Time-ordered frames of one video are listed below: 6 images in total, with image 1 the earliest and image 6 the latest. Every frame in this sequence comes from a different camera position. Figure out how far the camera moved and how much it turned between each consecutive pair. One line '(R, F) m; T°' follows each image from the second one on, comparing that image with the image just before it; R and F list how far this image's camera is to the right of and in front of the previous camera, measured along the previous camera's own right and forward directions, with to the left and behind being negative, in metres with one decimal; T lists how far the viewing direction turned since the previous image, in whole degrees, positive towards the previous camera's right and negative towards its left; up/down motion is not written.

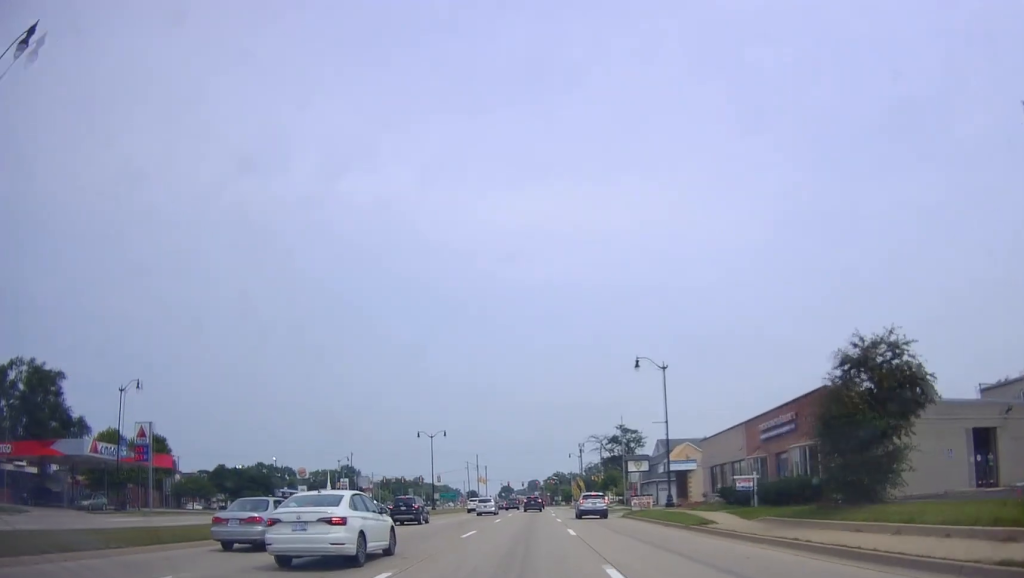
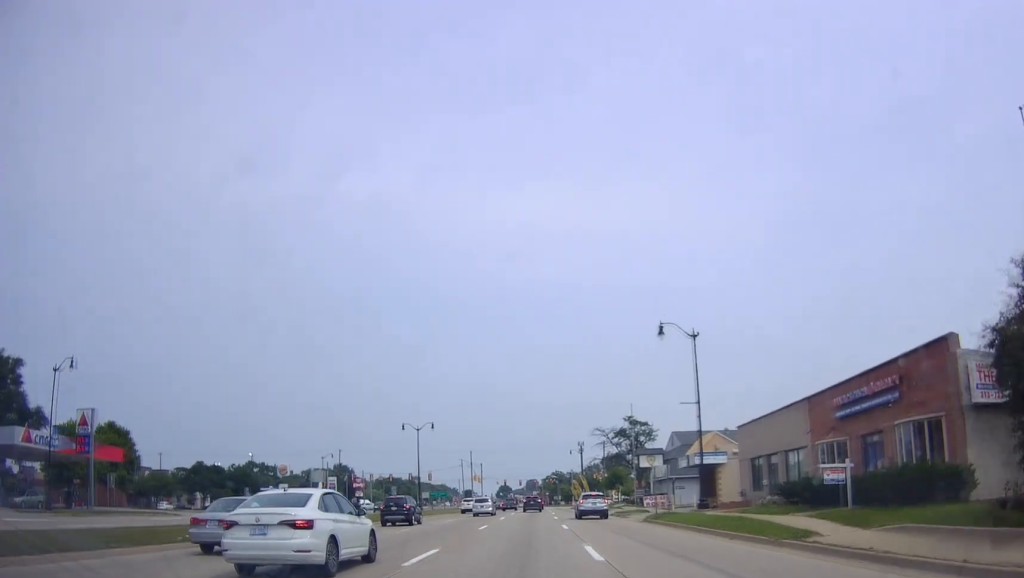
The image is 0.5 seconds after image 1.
(+0.1, +10.9) m; 0°
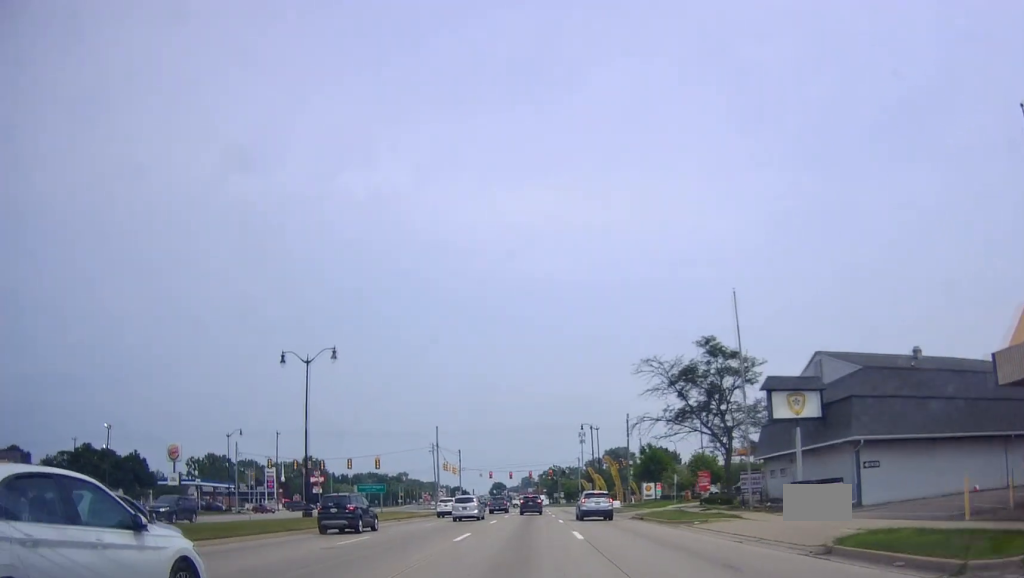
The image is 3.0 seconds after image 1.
(+0.3, +44.7) m; +1°
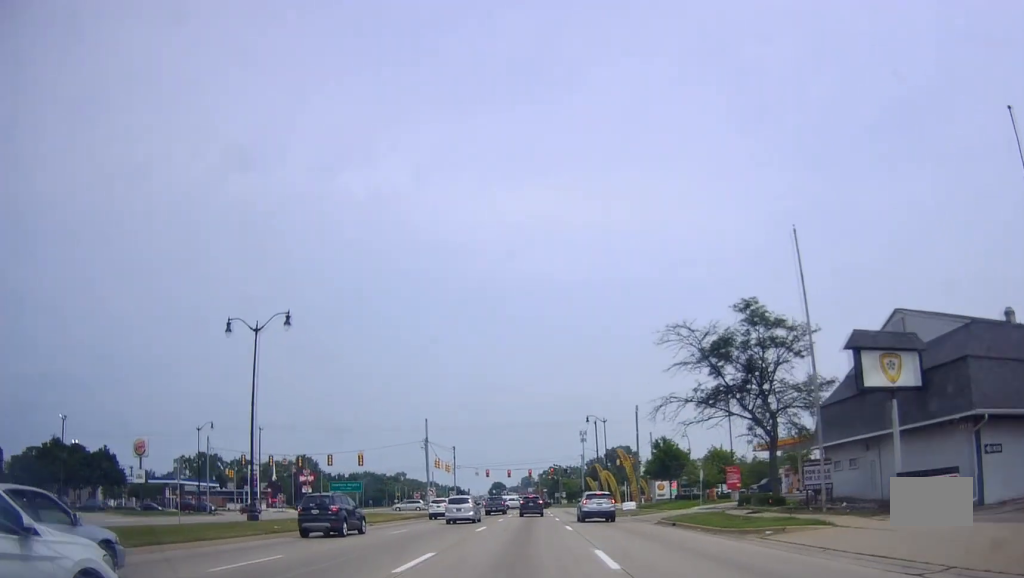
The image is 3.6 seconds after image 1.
(+0.1, +9.9) m; -1°
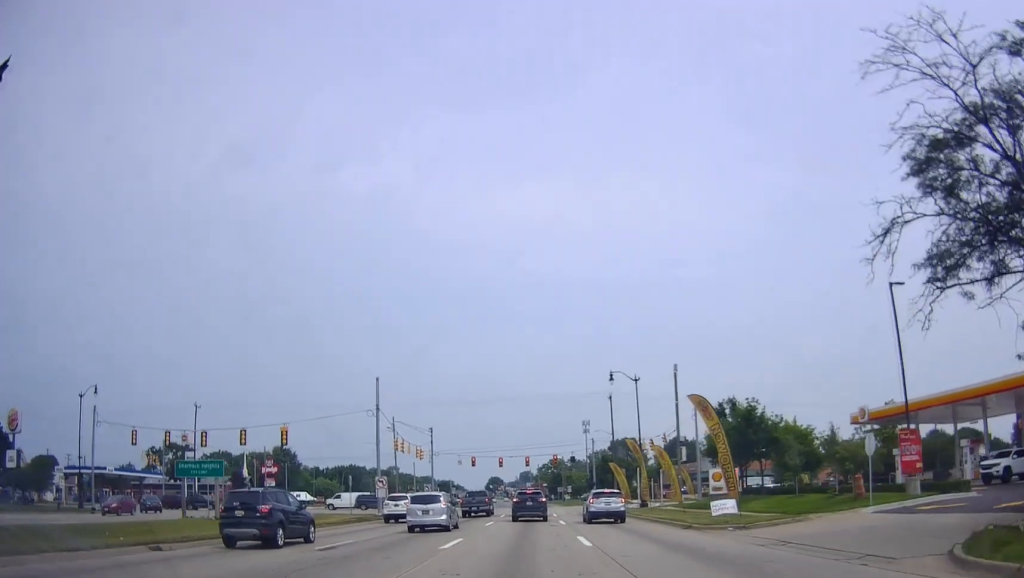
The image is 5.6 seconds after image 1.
(-0.5, +29.6) m; +2°
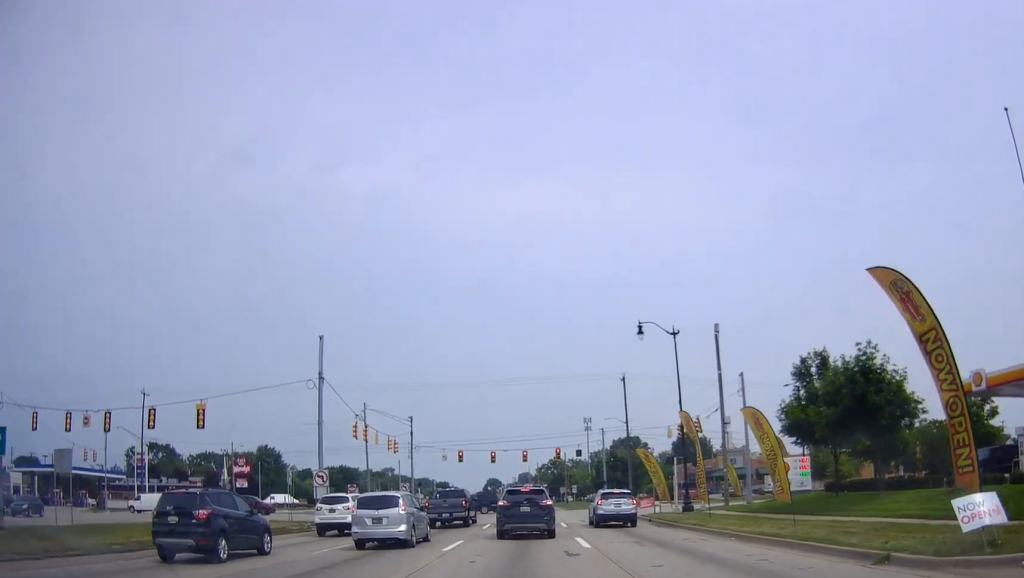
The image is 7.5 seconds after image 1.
(-0.4, +21.7) m; -2°
